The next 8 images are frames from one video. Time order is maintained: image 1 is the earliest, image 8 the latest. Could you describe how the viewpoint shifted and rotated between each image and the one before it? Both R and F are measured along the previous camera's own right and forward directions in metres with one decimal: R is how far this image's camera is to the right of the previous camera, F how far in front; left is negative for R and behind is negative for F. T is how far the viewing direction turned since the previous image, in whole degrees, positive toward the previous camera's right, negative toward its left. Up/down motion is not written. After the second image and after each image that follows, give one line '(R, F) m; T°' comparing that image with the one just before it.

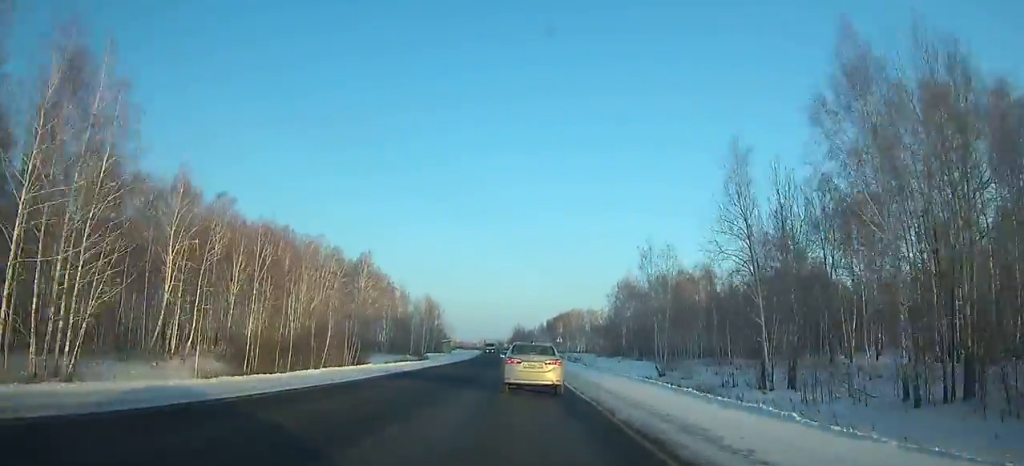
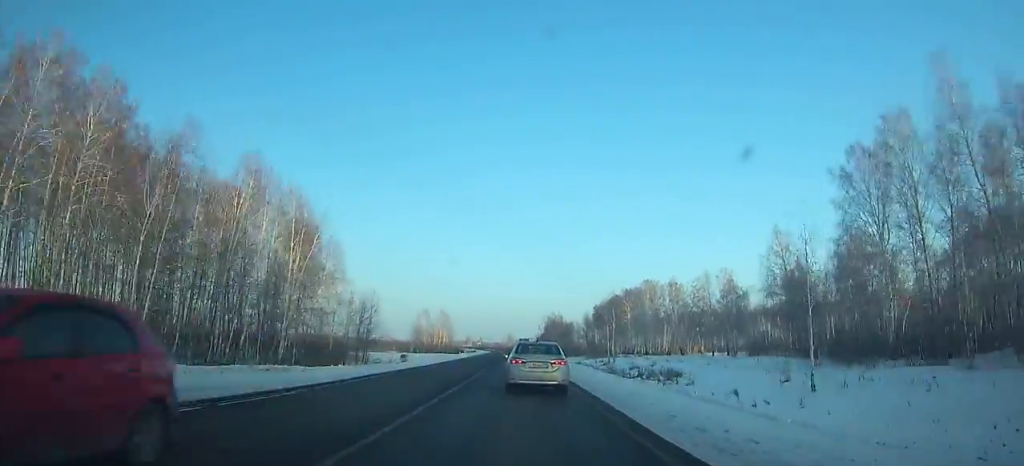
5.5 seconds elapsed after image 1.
(-2.0, +121.4) m; -2°
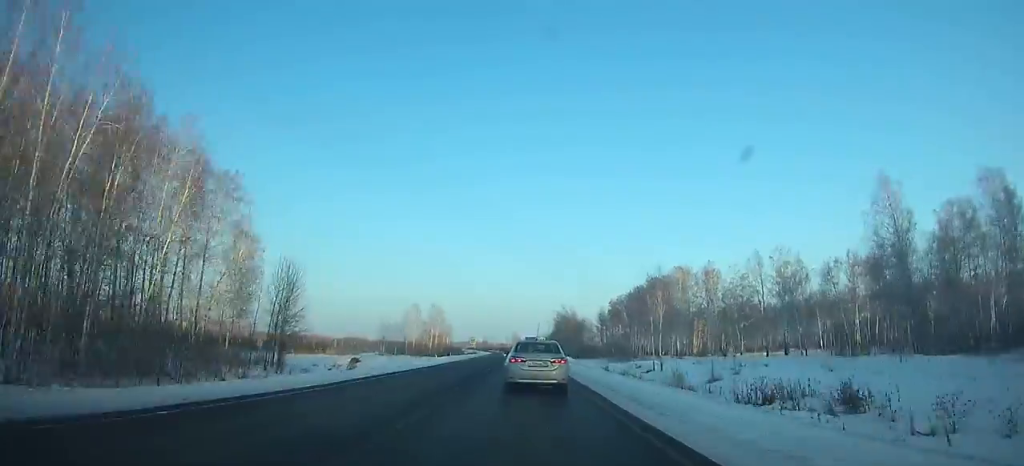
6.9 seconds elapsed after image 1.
(-0.2, +30.0) m; 0°
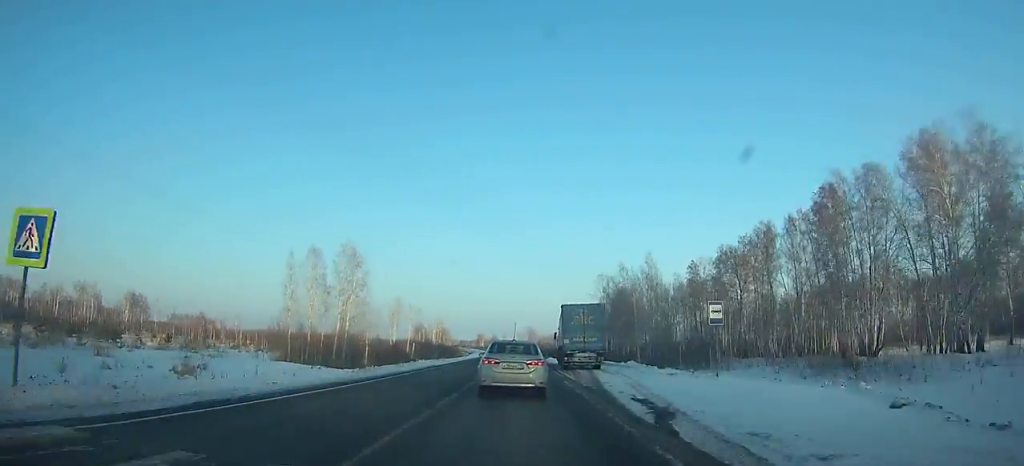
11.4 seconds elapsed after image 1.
(-1.1, +93.9) m; -2°
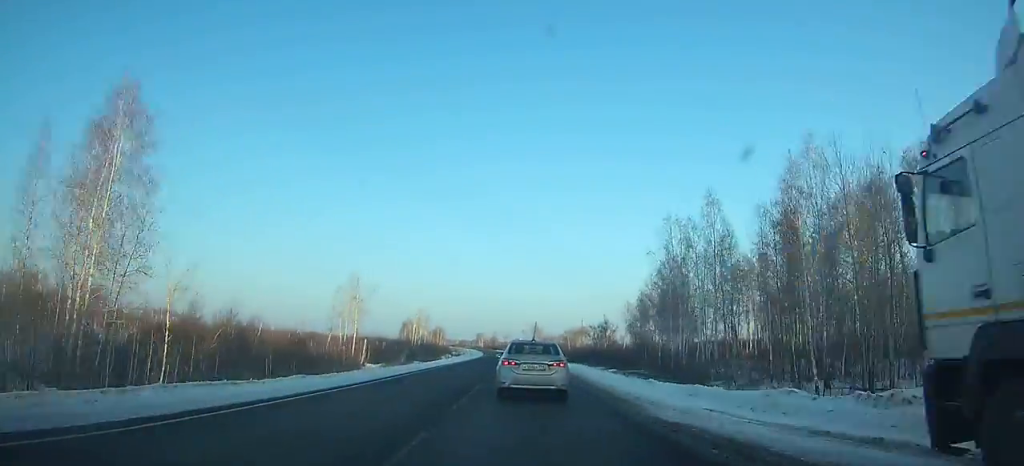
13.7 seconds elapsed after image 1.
(-0.6, +47.2) m; -1°
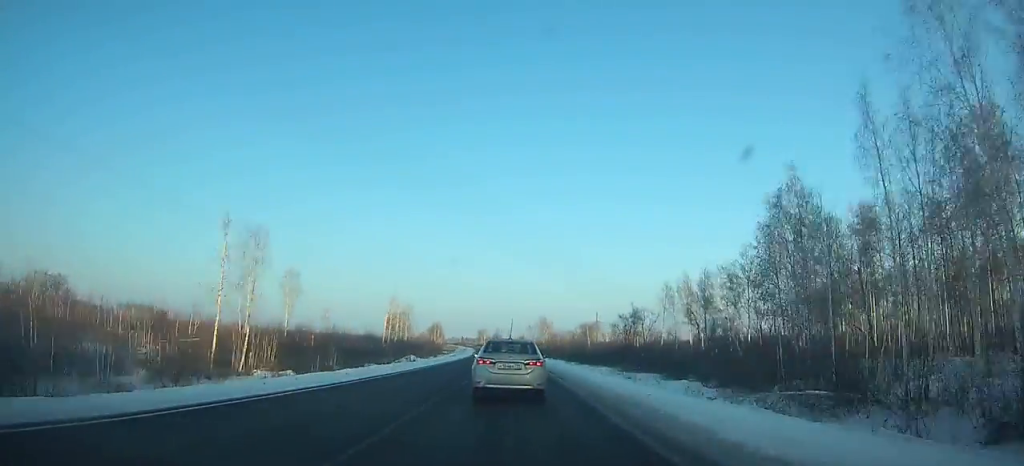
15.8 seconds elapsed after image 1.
(-0.3, +42.8) m; -1°
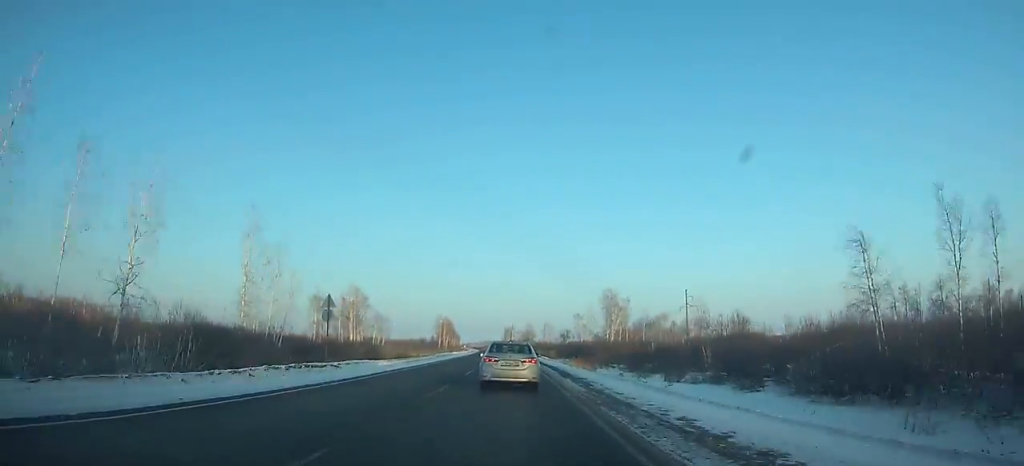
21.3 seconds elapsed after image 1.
(-3.5, +113.9) m; -4°
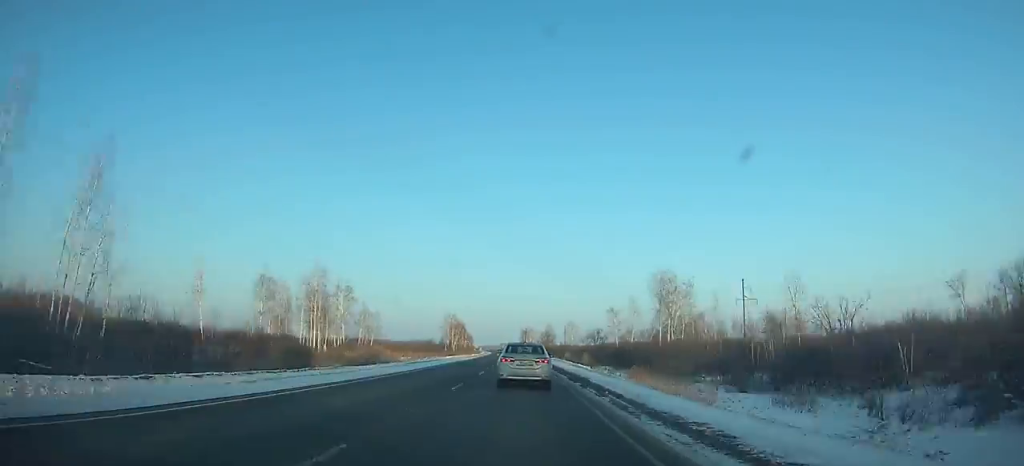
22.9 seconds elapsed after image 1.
(-0.3, +34.1) m; -1°
